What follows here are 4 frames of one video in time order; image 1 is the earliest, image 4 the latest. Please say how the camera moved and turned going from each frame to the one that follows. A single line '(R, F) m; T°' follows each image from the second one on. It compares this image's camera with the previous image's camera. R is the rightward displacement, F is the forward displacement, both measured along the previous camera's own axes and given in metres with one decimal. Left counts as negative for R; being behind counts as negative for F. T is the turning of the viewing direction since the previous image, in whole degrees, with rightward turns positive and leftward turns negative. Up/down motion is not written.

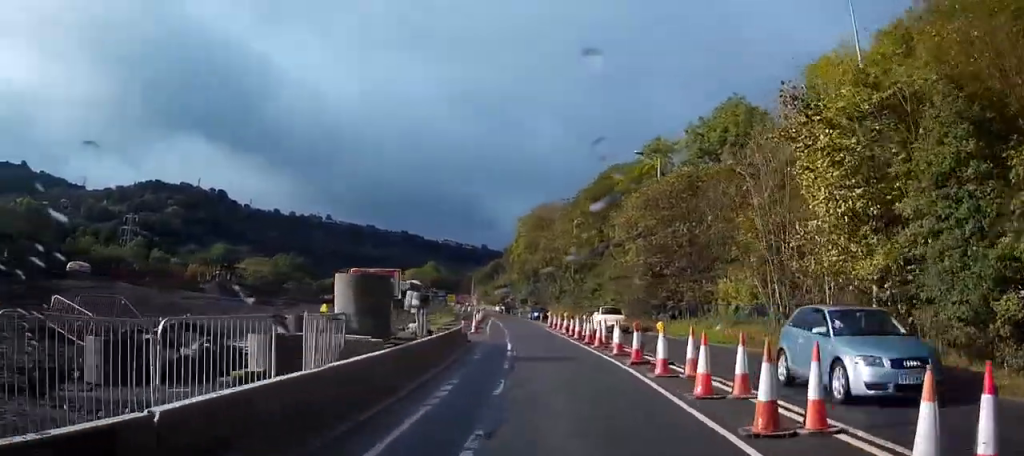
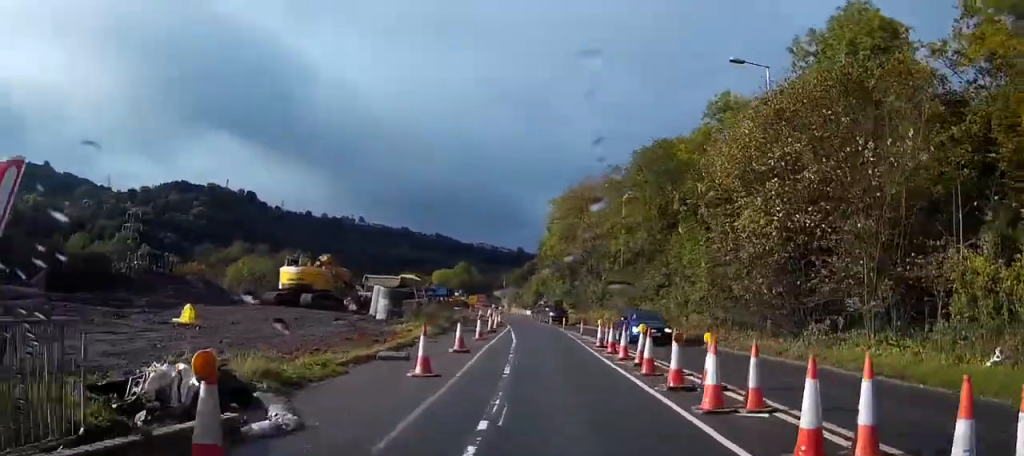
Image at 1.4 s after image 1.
(-0.3, +20.4) m; -2°
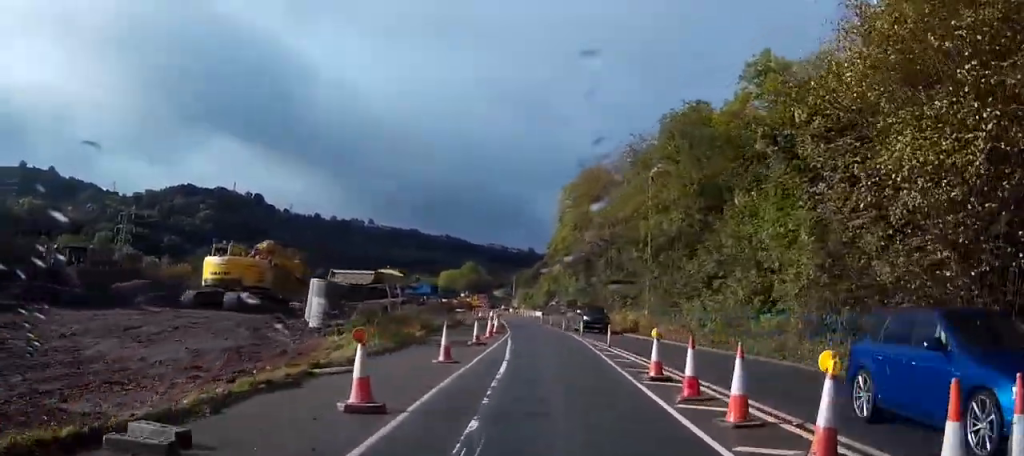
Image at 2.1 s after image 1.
(-0.1, +11.5) m; 0°
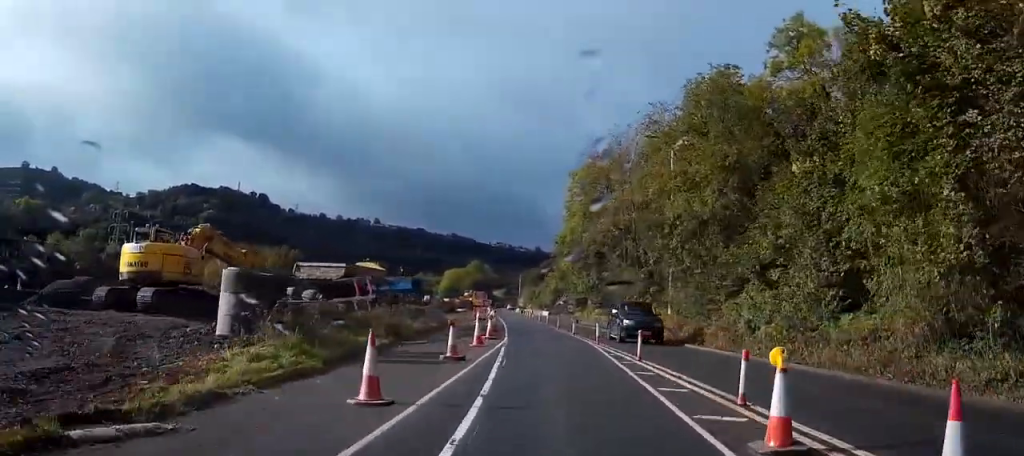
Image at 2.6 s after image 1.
(0.0, +7.6) m; 0°
